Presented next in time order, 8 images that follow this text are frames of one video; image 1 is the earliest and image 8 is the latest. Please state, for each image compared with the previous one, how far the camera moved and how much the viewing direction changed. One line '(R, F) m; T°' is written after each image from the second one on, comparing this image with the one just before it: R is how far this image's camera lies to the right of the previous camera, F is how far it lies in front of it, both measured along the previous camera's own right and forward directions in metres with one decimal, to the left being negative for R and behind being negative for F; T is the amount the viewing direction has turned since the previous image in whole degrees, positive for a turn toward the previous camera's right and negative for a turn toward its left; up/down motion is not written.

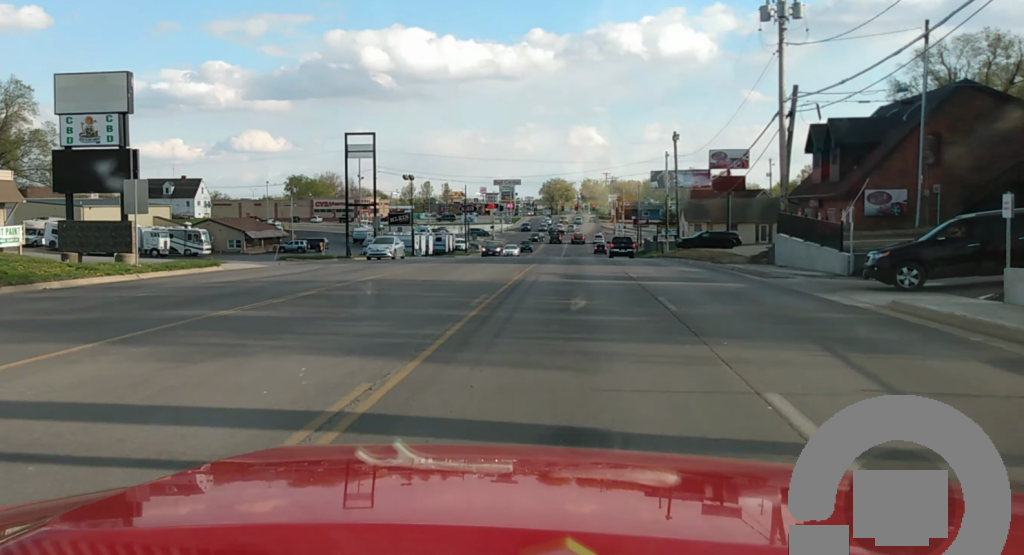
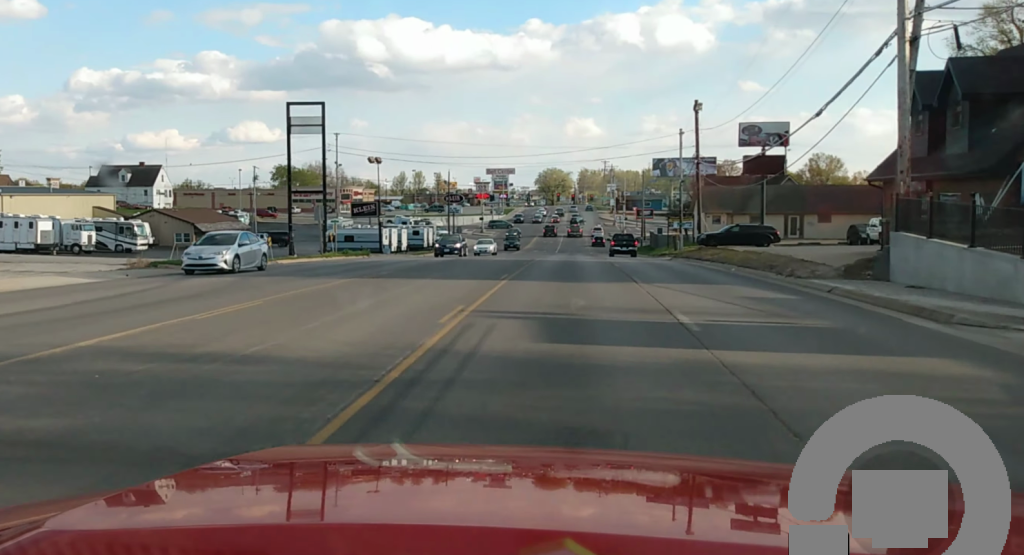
(+0.2, +15.6) m; +1°
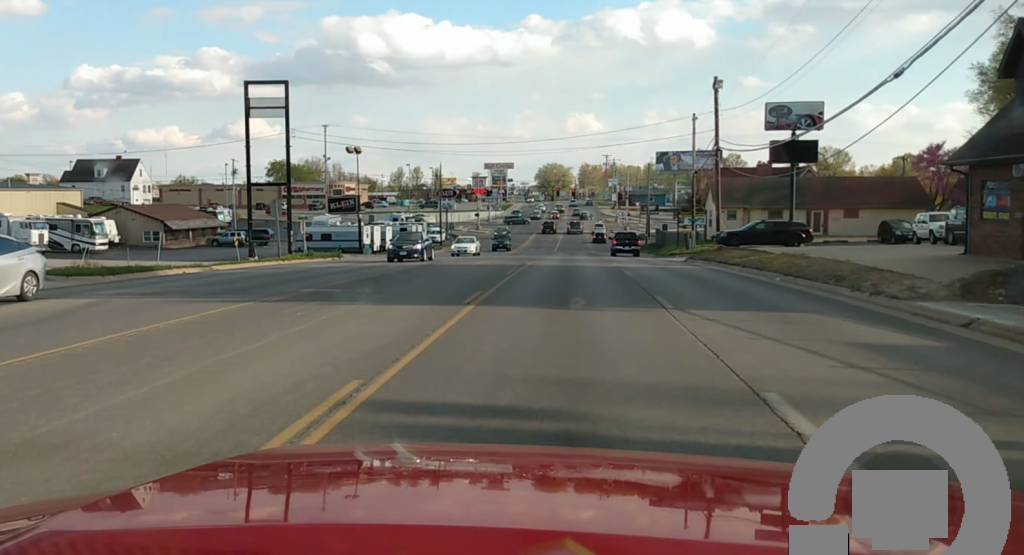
(0.0, +8.5) m; 0°
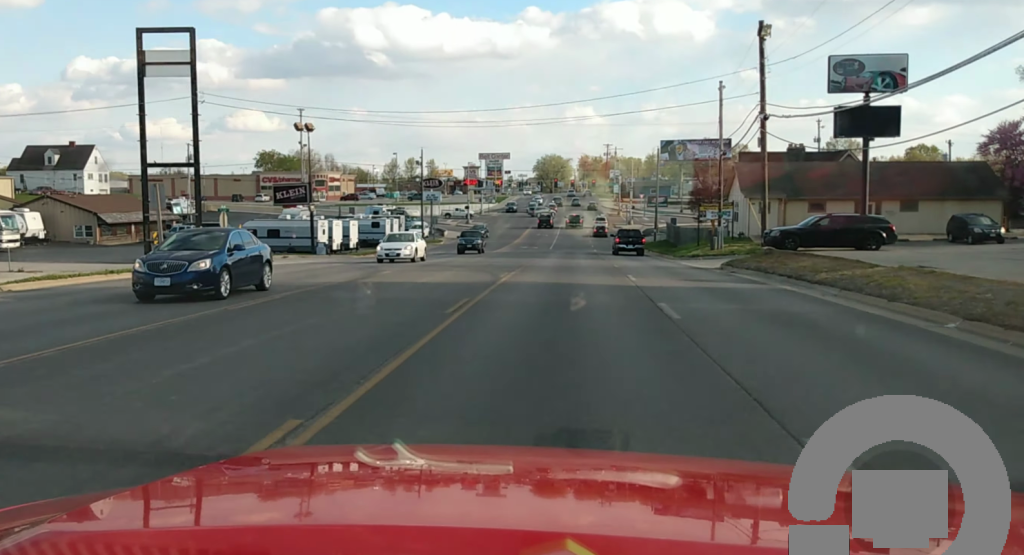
(0.0, +14.1) m; -1°
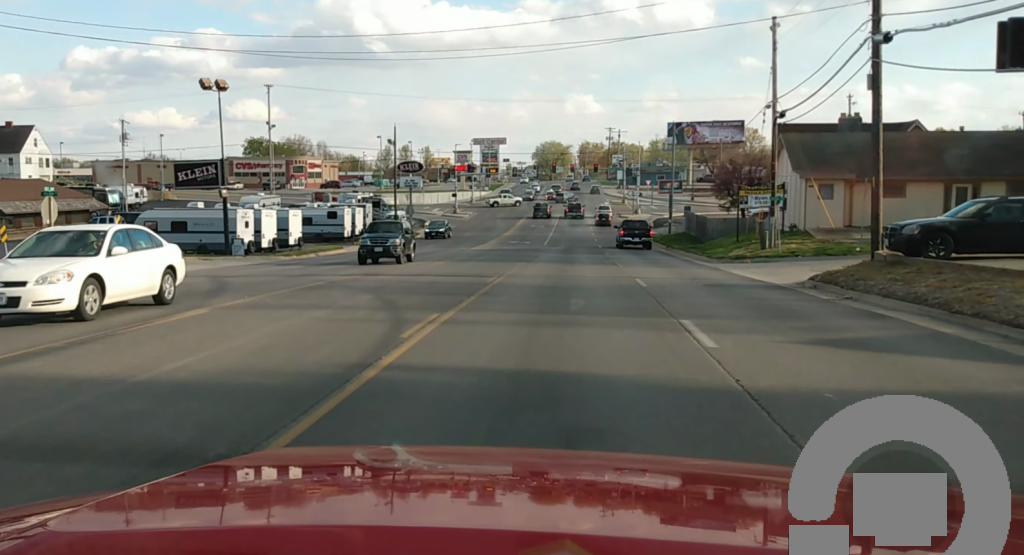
(-0.2, +15.7) m; -1°
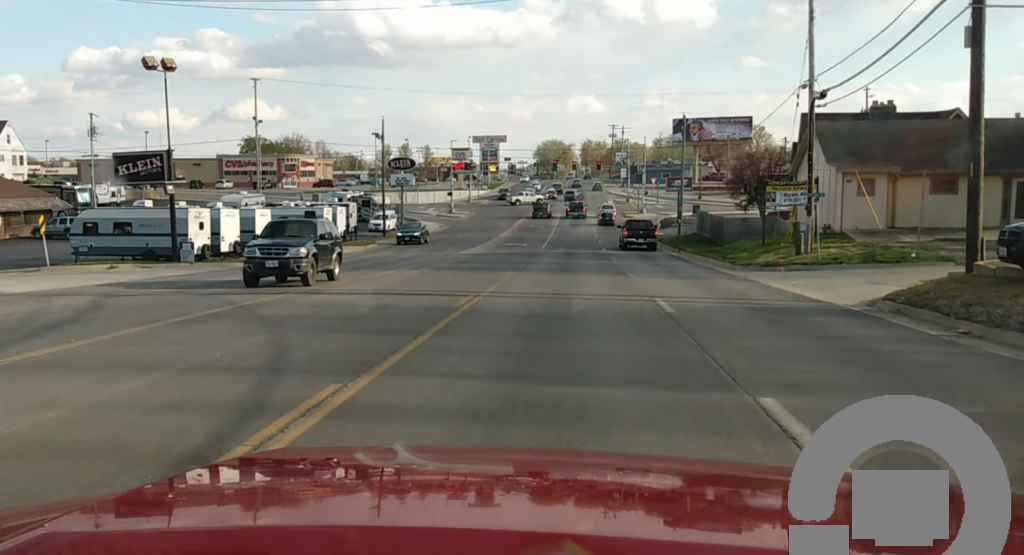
(0.0, +6.4) m; 0°
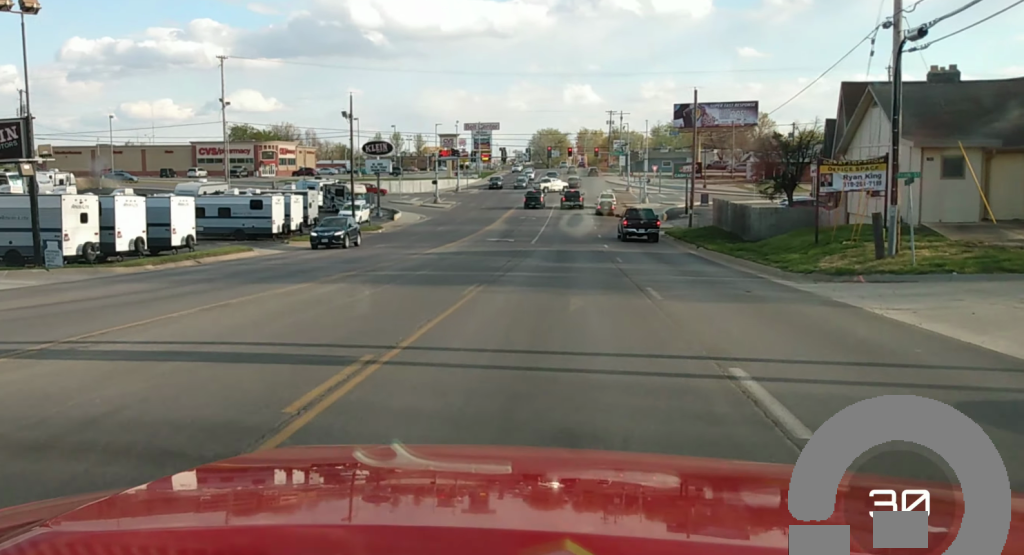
(0.0, +10.7) m; -1°
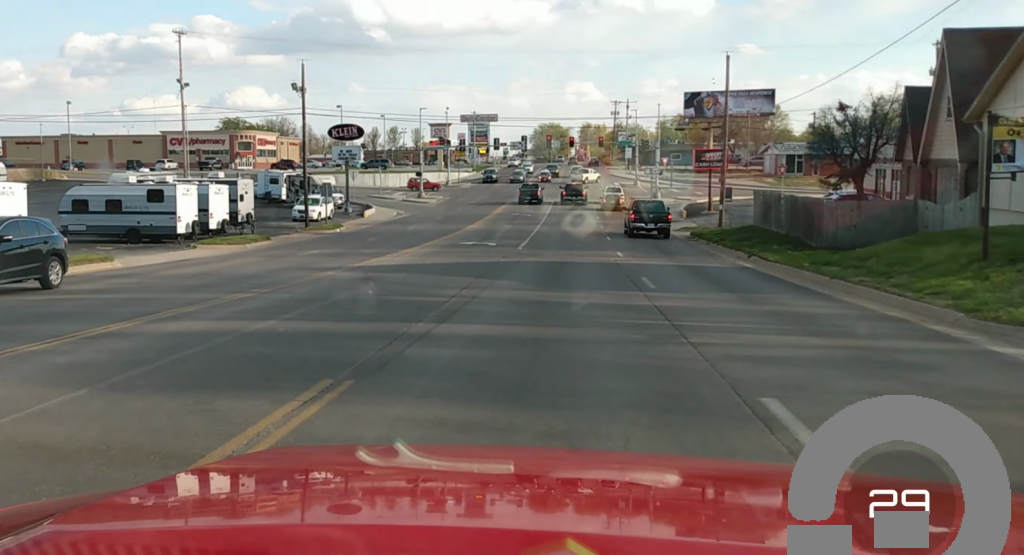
(-0.3, +14.2) m; -1°
